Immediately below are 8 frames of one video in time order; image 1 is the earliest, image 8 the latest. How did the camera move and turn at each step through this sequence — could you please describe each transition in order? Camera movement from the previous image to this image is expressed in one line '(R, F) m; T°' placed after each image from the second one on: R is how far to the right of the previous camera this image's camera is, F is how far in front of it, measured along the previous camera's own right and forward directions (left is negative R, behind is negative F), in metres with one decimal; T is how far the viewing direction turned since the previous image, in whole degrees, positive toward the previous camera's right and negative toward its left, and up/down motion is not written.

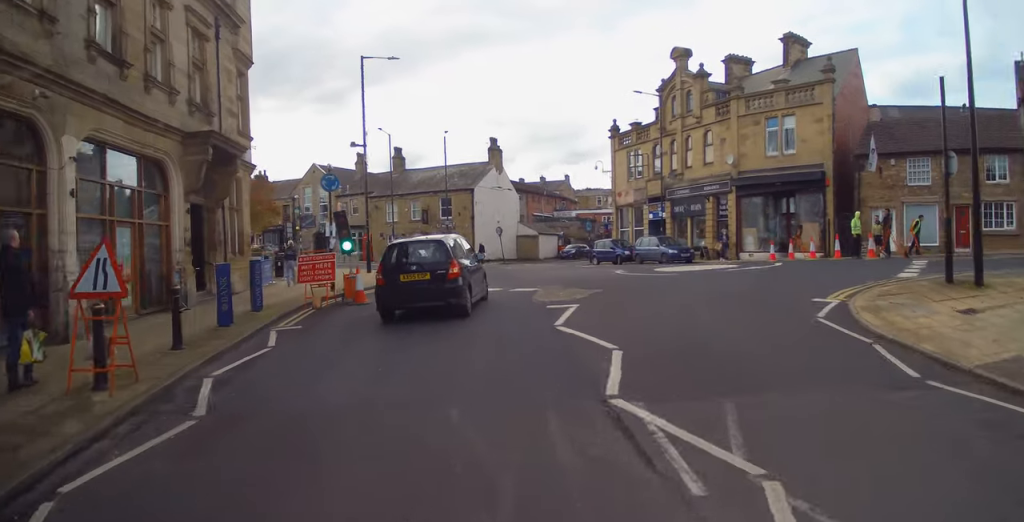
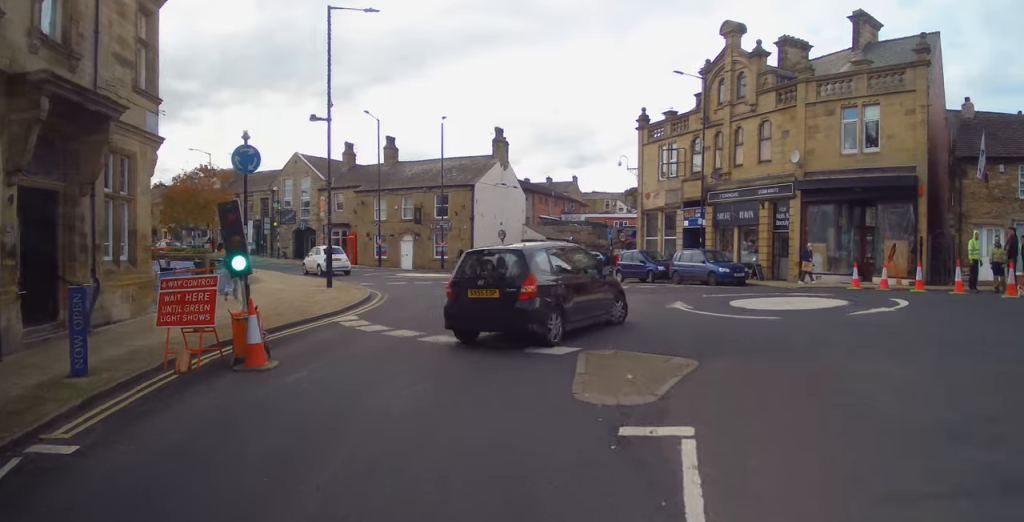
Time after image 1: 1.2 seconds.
(+0.3, +7.4) m; 0°
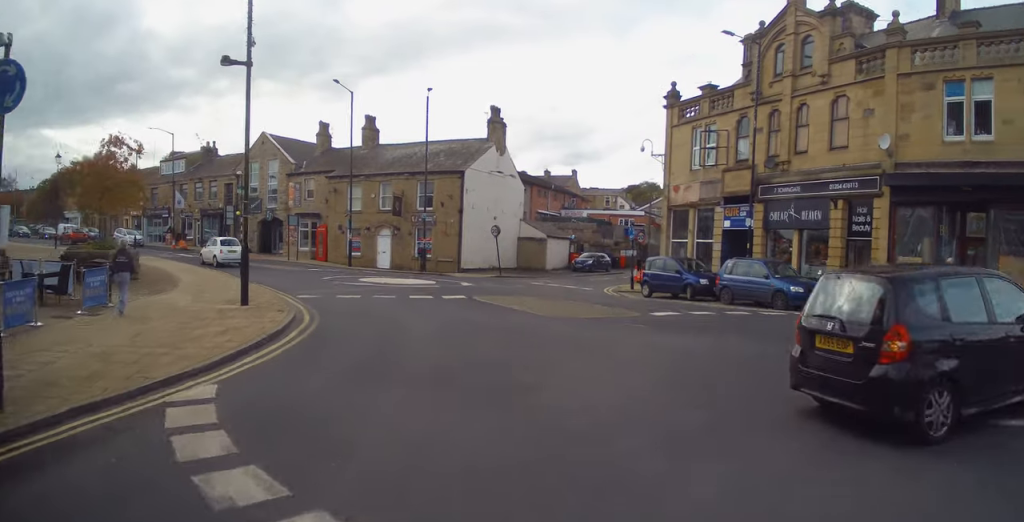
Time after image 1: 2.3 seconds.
(-0.4, +7.2) m; 0°
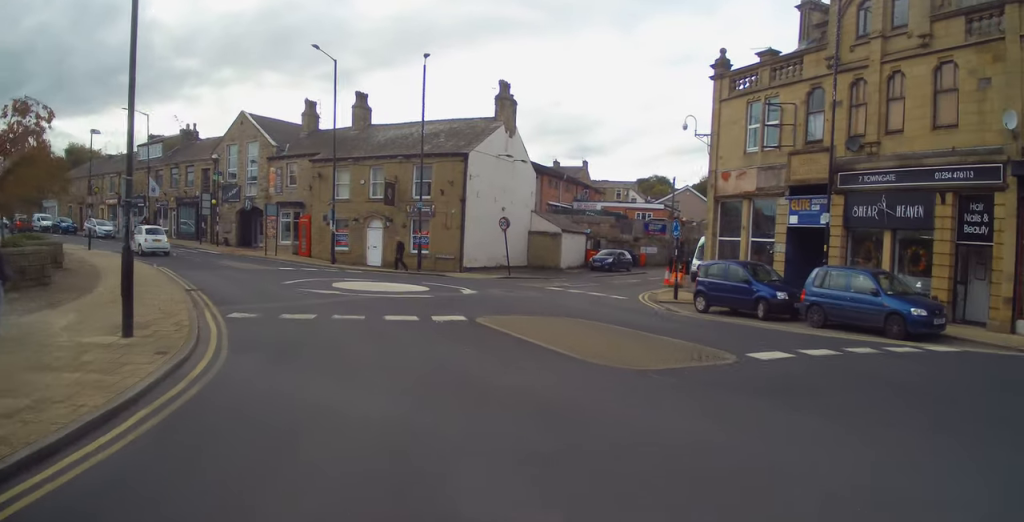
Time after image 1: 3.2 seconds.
(+0.4, +5.2) m; 0°
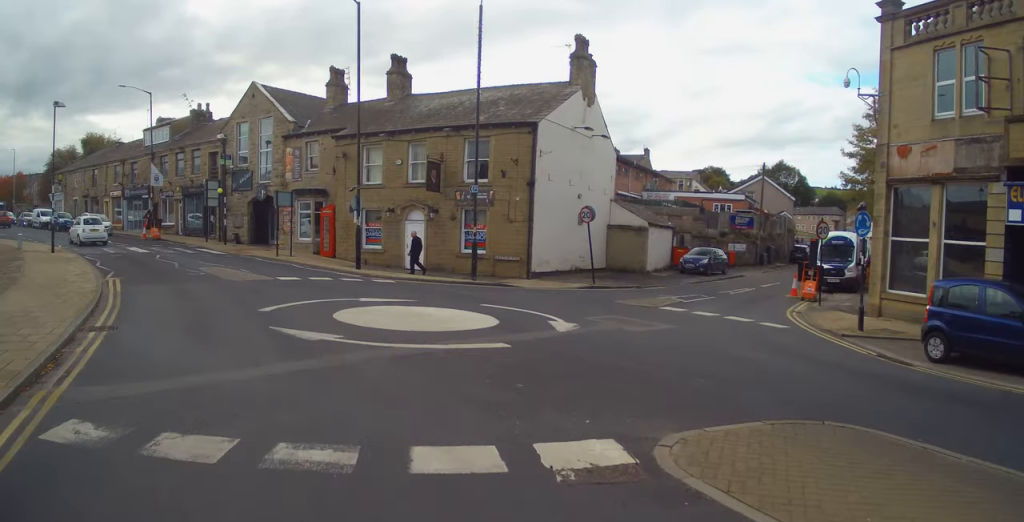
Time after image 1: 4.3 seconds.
(-0.6, +7.5) m; -11°
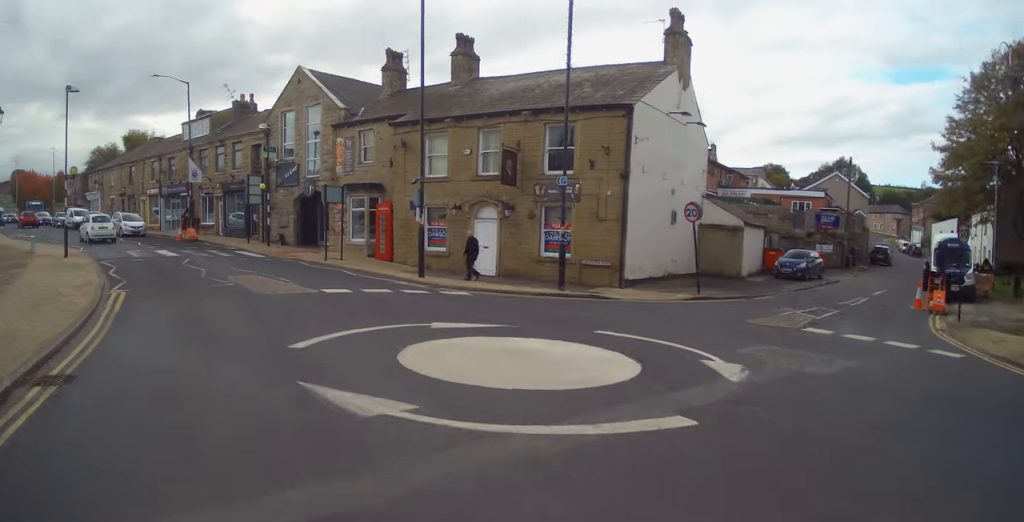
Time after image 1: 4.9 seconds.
(-0.2, +3.7) m; -8°
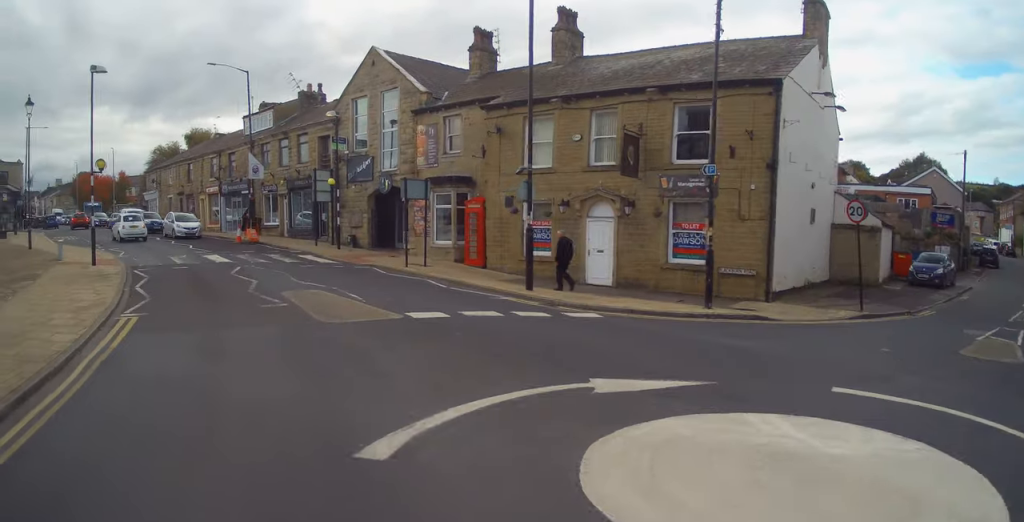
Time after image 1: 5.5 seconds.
(-0.2, +3.9) m; -8°
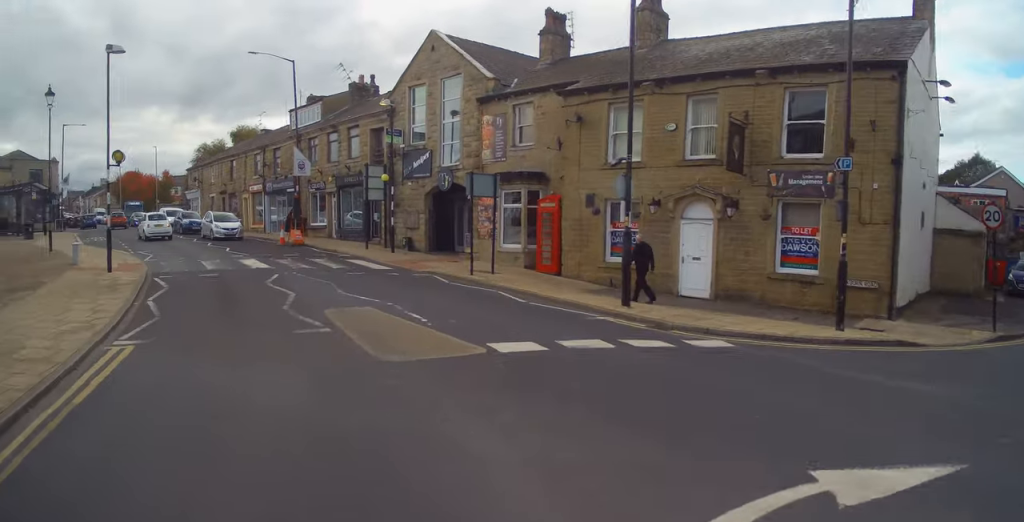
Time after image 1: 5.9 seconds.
(-0.3, +2.7) m; -5°
